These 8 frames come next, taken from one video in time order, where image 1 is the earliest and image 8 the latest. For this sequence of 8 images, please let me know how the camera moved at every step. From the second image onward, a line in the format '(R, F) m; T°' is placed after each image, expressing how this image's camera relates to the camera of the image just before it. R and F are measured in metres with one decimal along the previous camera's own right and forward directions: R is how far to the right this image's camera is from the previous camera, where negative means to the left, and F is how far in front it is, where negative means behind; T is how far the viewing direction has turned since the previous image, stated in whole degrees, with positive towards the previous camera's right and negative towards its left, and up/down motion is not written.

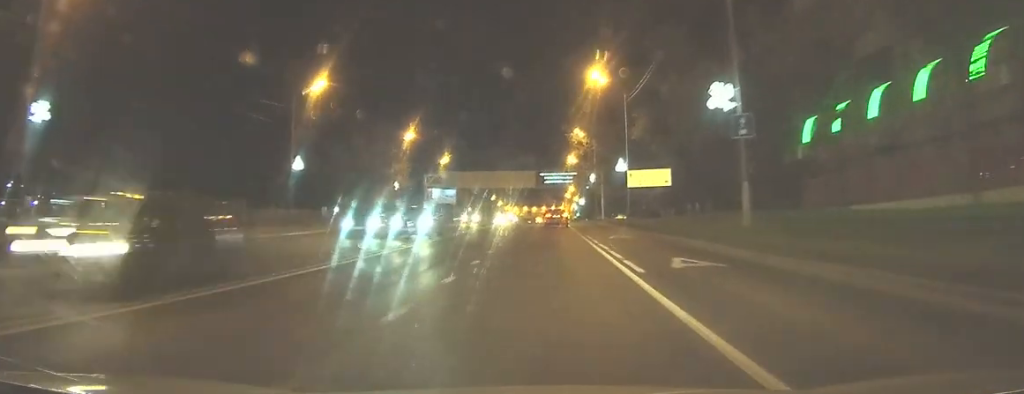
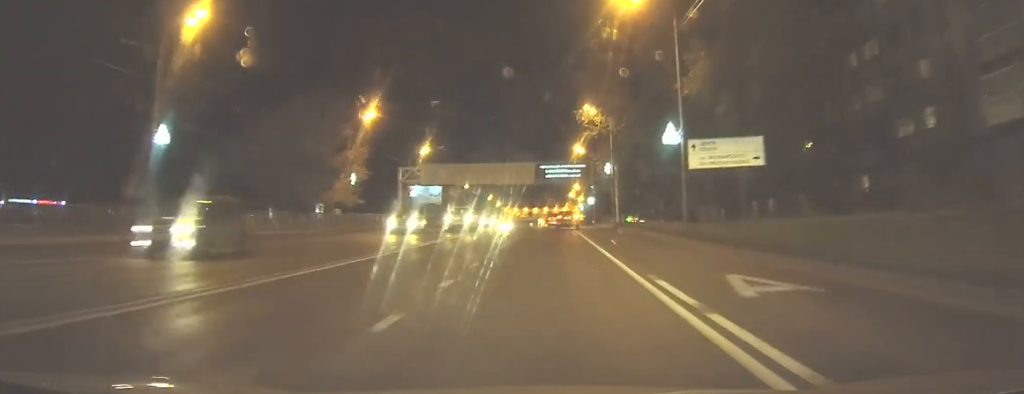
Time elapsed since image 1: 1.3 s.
(-0.1, +20.2) m; 0°
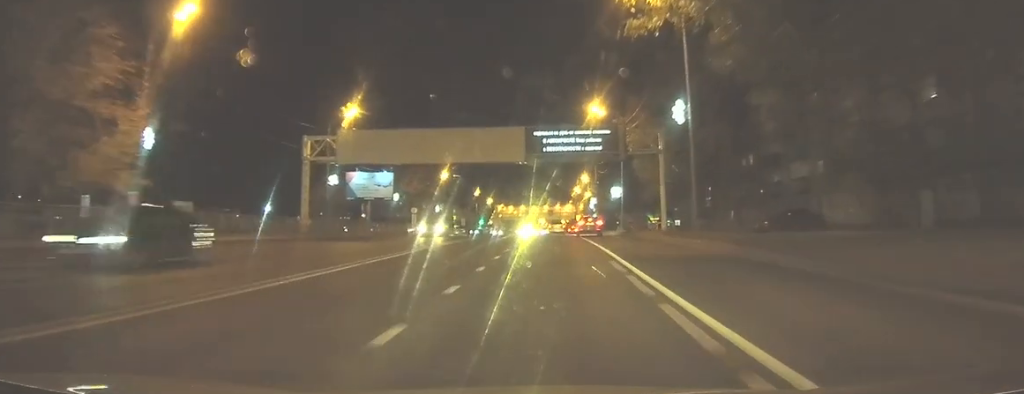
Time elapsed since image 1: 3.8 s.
(0.0, +36.3) m; 0°
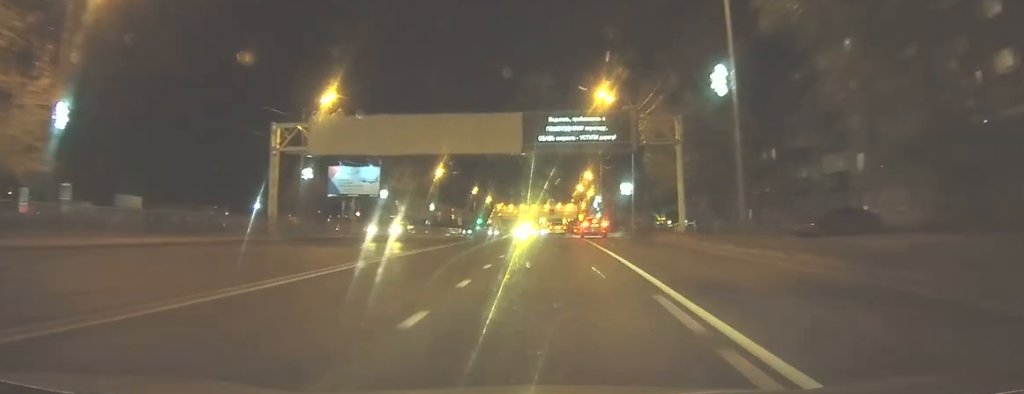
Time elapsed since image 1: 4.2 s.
(0.0, +6.9) m; 0°
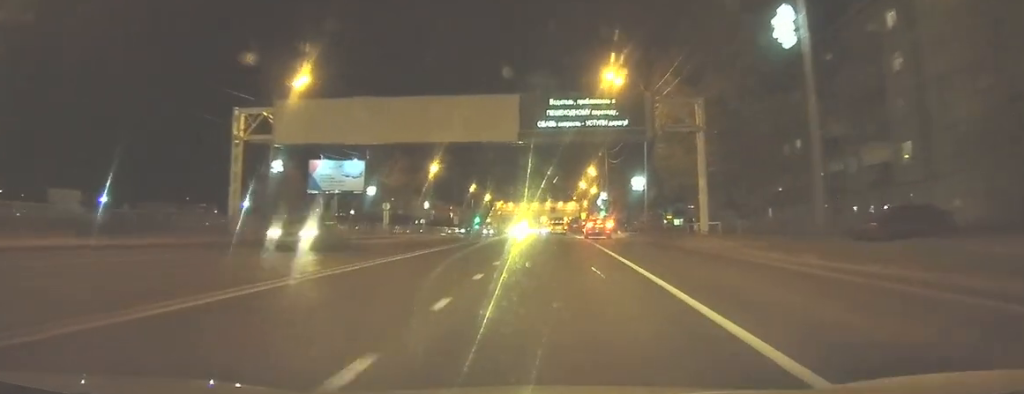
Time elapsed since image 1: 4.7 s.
(0.0, +6.4) m; 0°
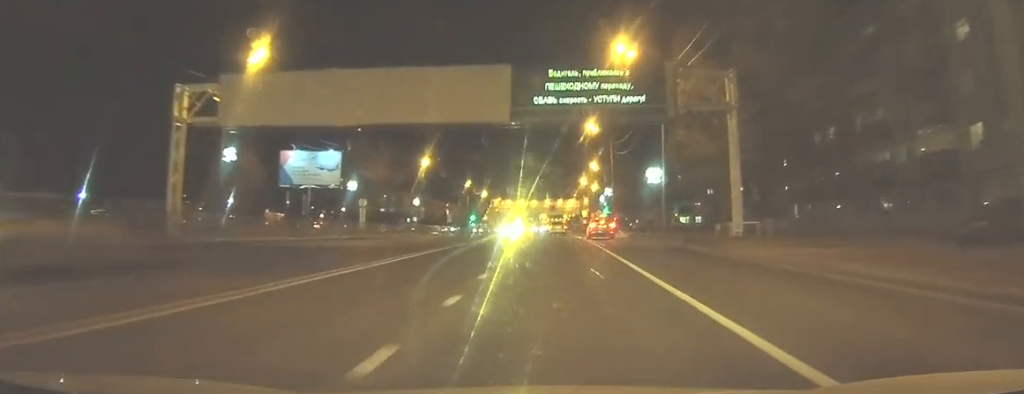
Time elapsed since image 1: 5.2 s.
(0.0, +7.4) m; 0°
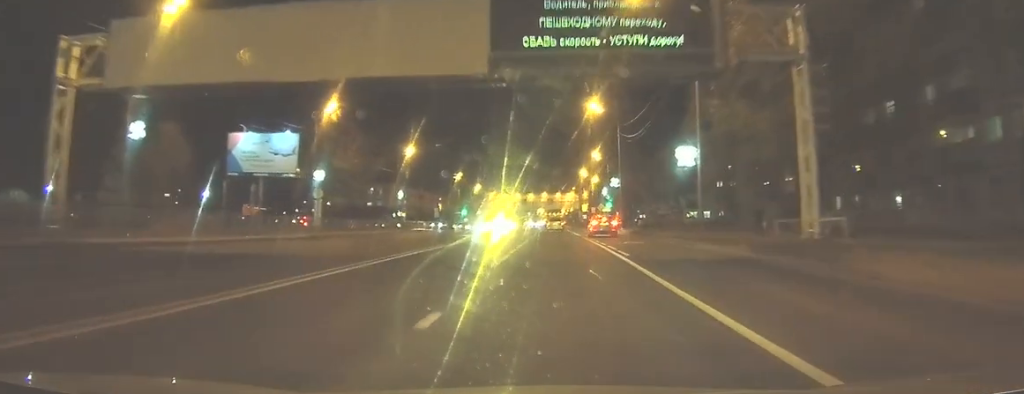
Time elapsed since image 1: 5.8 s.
(0.0, +9.9) m; 0°
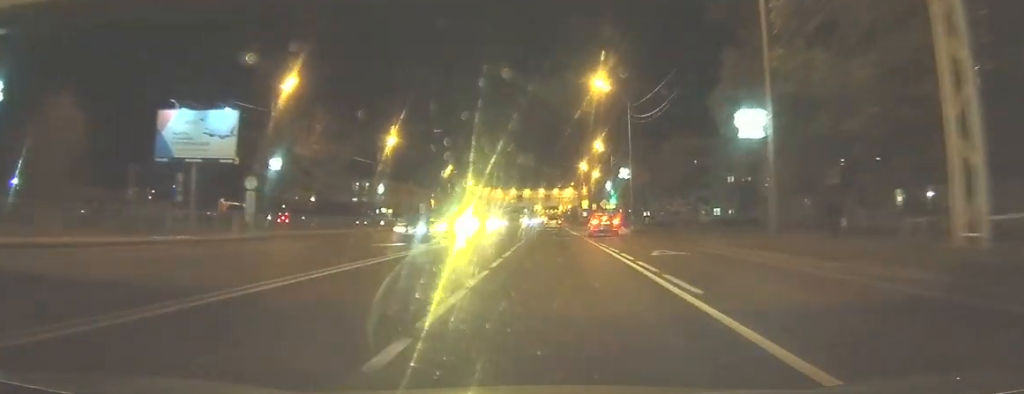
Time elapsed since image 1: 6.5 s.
(0.0, +9.8) m; 0°
